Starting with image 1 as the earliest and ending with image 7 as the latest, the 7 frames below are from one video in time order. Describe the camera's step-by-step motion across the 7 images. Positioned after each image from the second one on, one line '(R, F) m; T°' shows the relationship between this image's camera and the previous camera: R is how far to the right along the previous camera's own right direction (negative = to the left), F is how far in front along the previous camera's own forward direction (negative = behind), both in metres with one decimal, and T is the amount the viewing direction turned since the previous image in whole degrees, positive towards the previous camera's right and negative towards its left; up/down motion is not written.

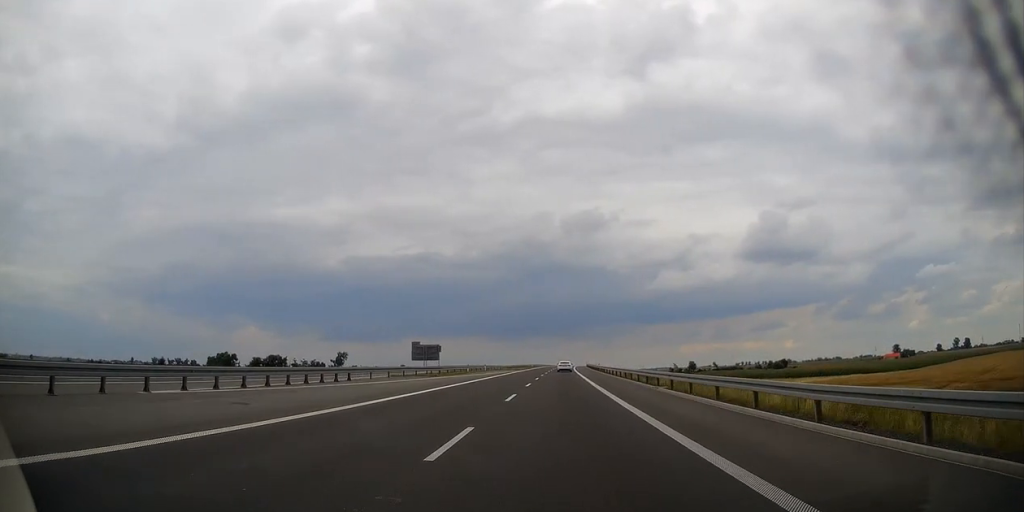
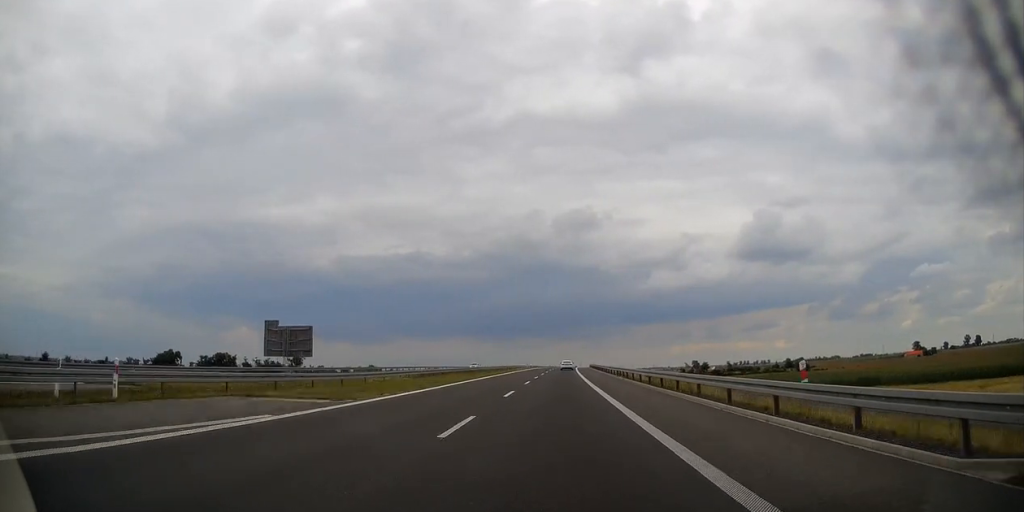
(+0.9, +70.4) m; +1°
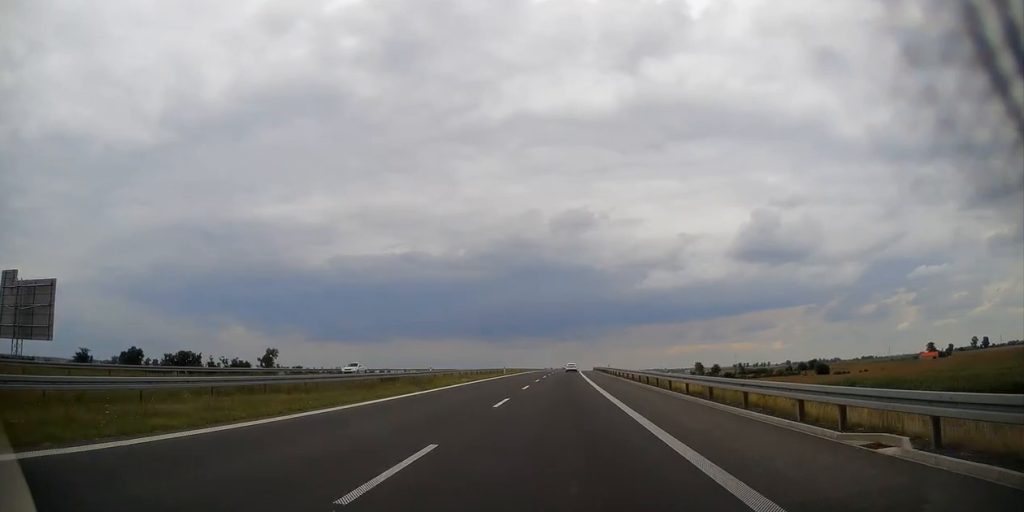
(0.0, +41.2) m; 0°
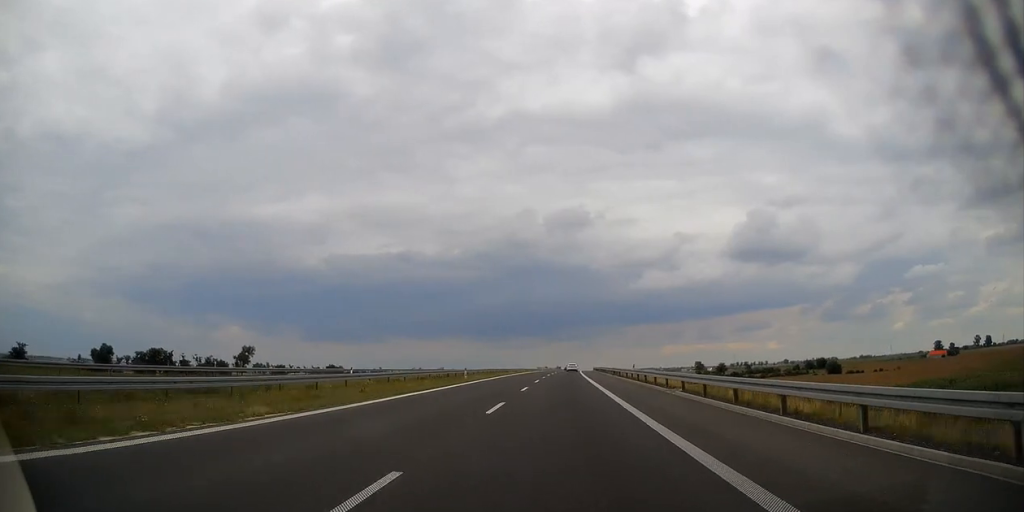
(-0.1, +26.7) m; 0°
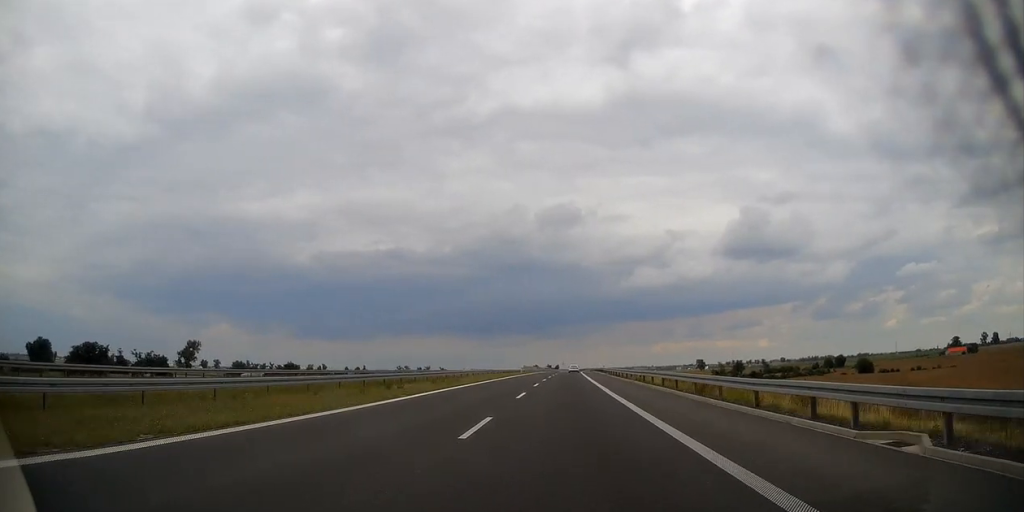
(+0.5, +52.2) m; +1°
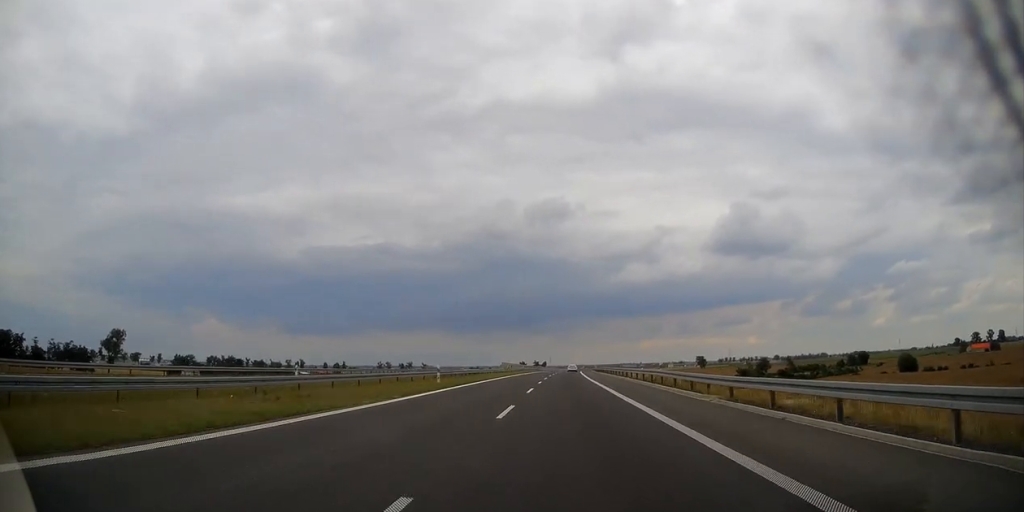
(0.0, +57.2) m; 0°
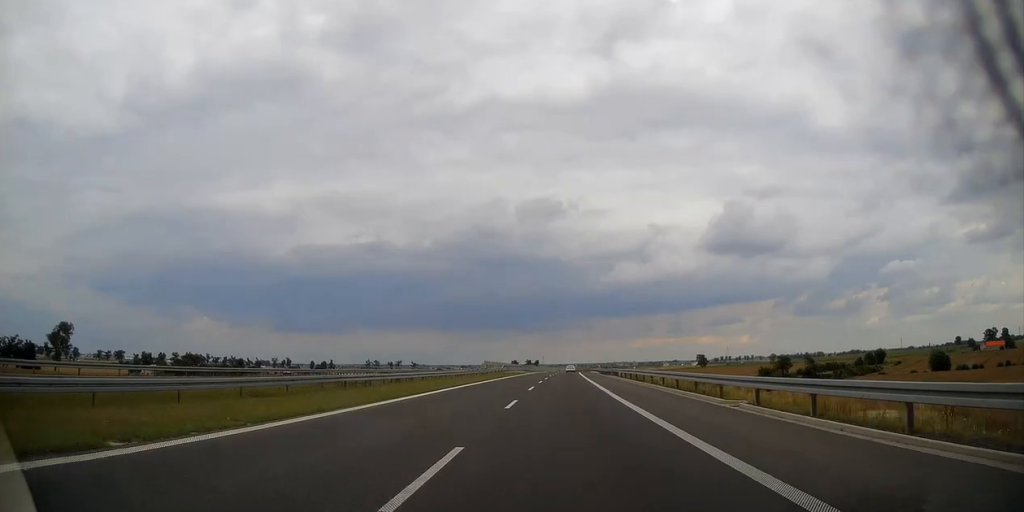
(+0.4, +32.9) m; +1°
